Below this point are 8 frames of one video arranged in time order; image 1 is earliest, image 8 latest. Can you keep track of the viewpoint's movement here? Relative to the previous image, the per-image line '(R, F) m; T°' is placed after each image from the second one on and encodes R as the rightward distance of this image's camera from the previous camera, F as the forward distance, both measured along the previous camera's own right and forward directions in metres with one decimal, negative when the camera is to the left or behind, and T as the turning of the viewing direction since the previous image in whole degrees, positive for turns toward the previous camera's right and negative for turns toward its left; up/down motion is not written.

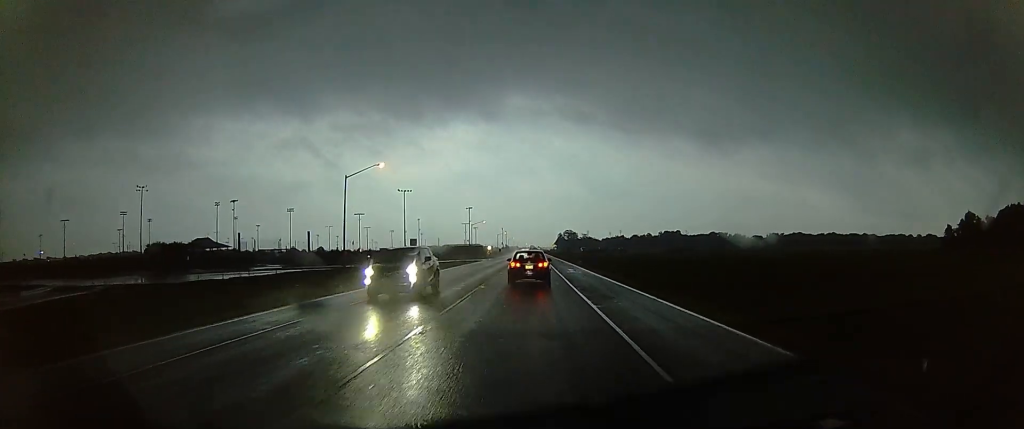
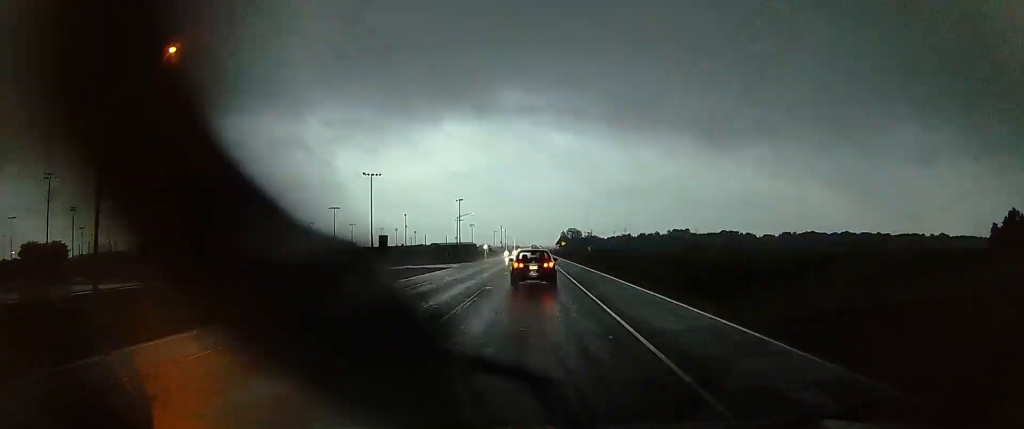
(+1.5, +37.6) m; +3°
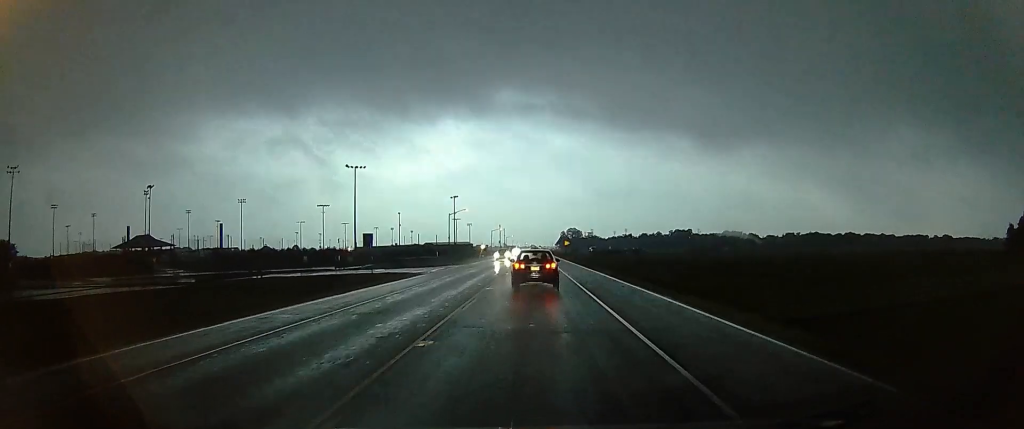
(-0.1, +13.0) m; -1°
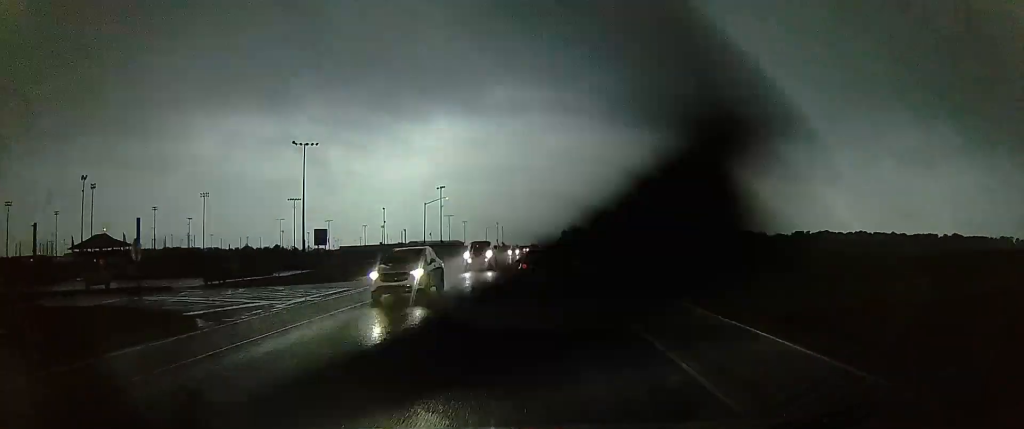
(-0.8, +28.7) m; -2°
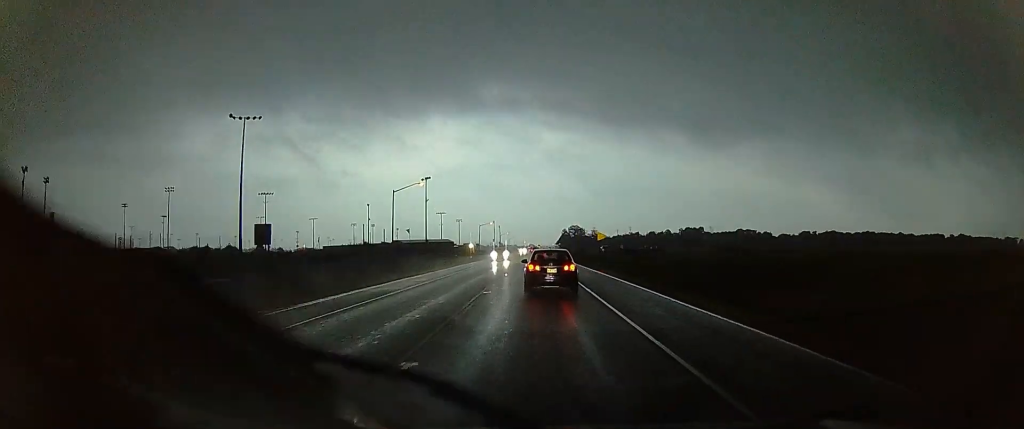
(0.0, +22.3) m; 0°
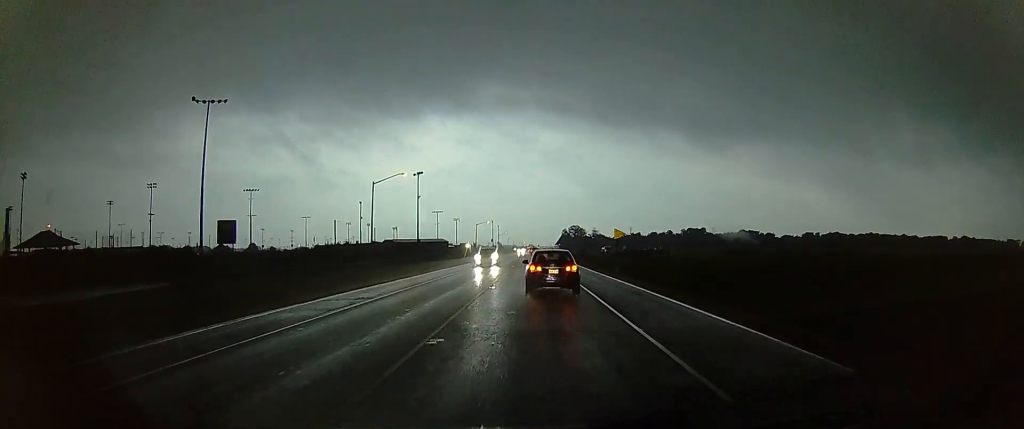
(0.0, +10.3) m; +1°
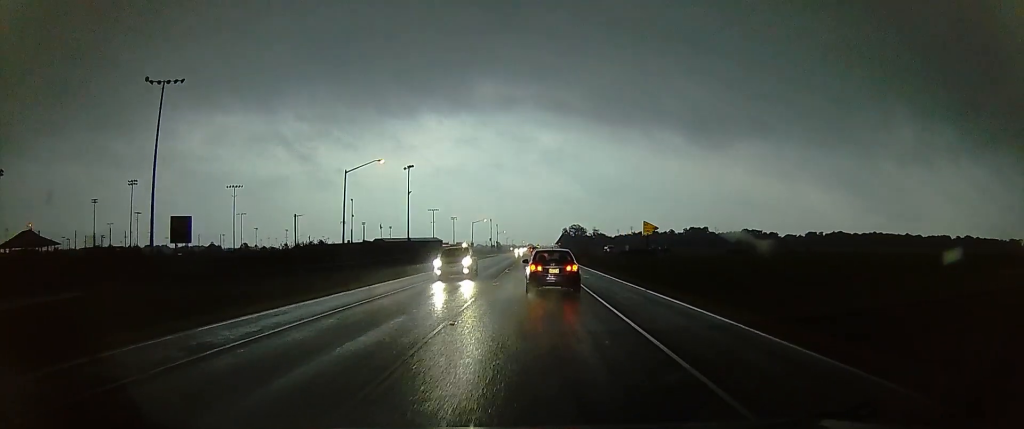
(-0.1, +10.3) m; +1°
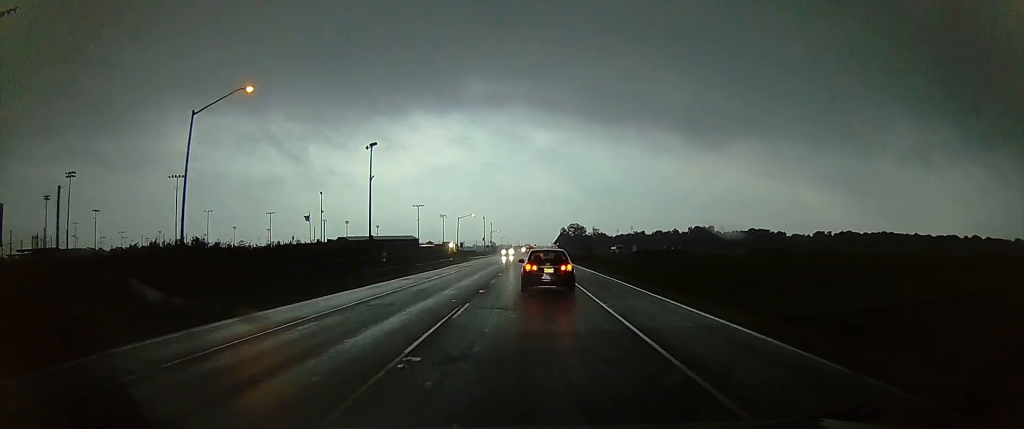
(+0.2, +28.7) m; 0°
